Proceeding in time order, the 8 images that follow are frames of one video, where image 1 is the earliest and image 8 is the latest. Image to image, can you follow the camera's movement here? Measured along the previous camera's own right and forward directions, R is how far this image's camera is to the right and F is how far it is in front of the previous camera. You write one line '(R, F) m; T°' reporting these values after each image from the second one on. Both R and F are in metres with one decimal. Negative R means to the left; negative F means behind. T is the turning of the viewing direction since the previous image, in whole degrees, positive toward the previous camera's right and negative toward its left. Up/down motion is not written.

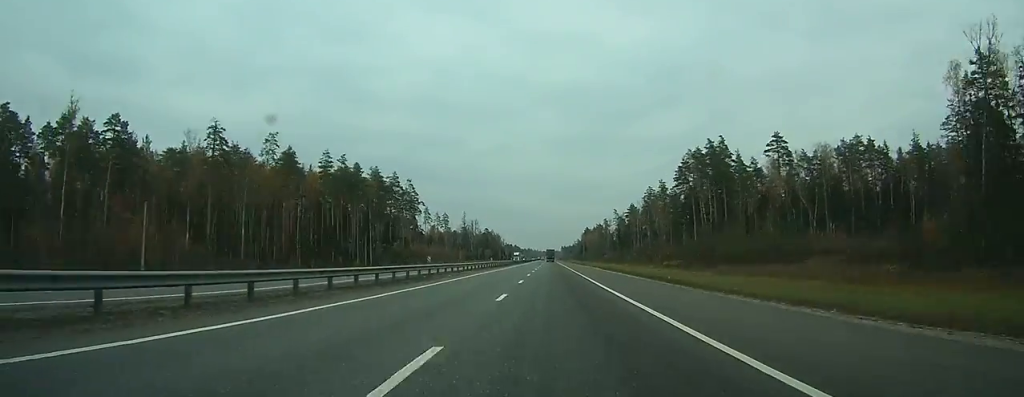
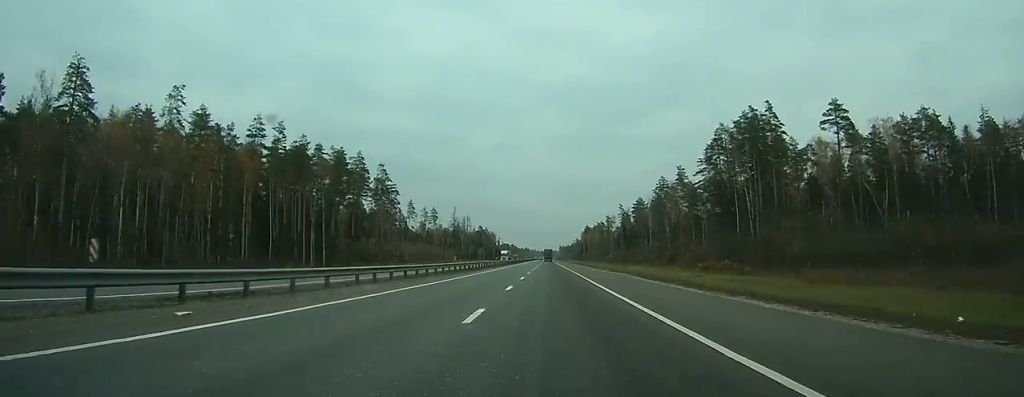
(-0.1, +32.6) m; 0°
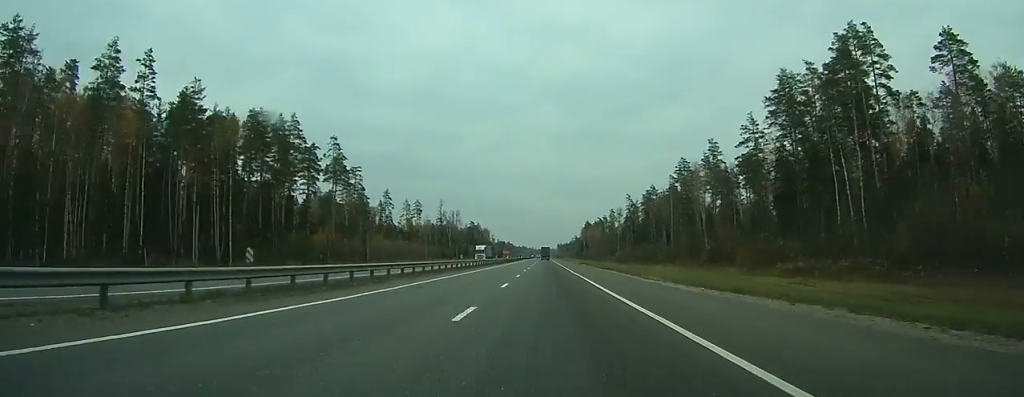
(0.0, +37.5) m; 0°
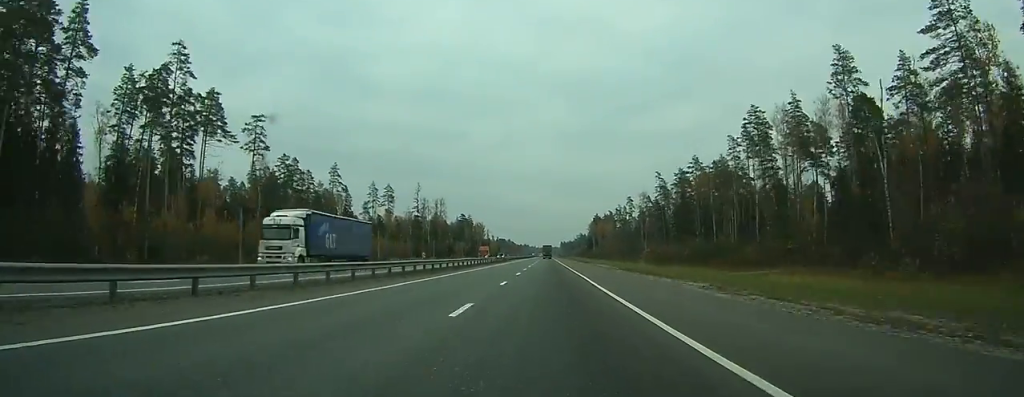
(-0.2, +58.0) m; 0°
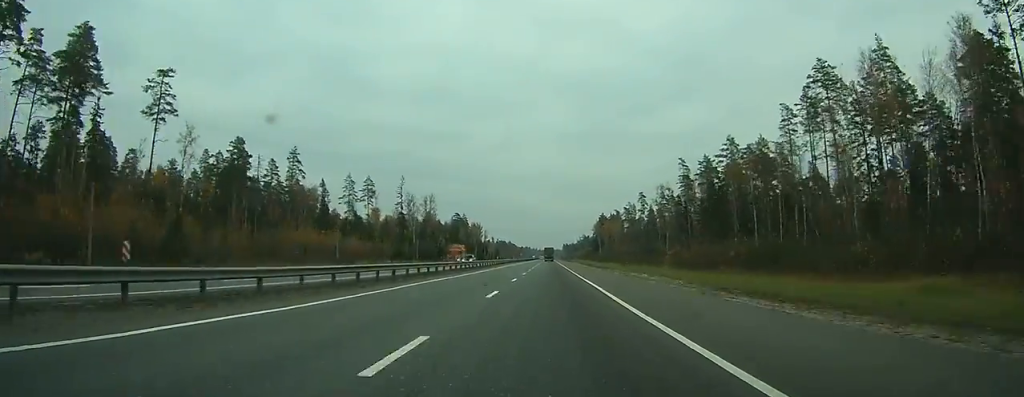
(0.0, +26.8) m; 0°
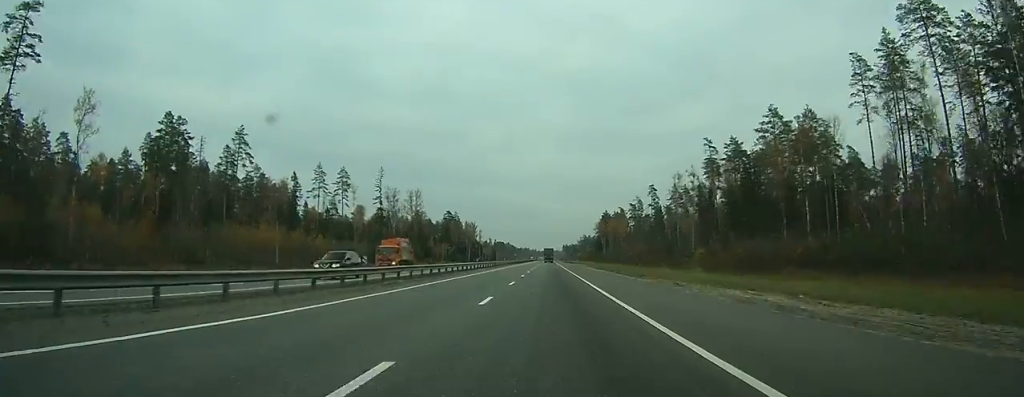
(-0.1, +24.0) m; 0°
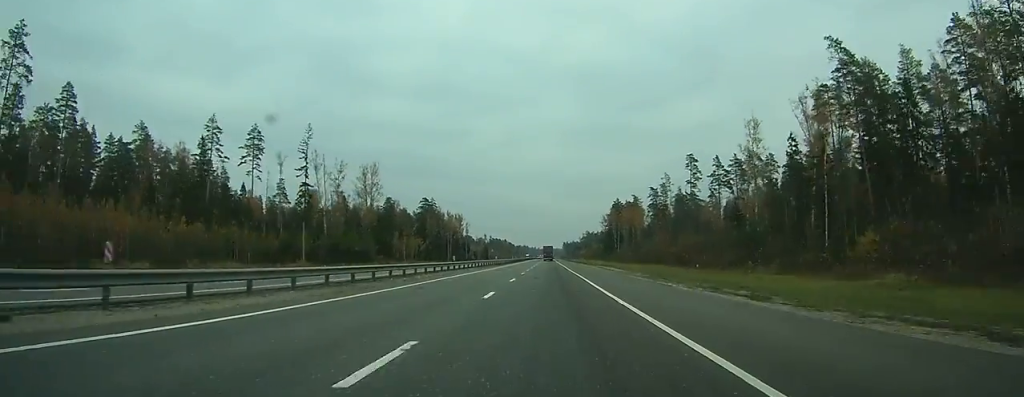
(0.0, +55.8) m; 0°
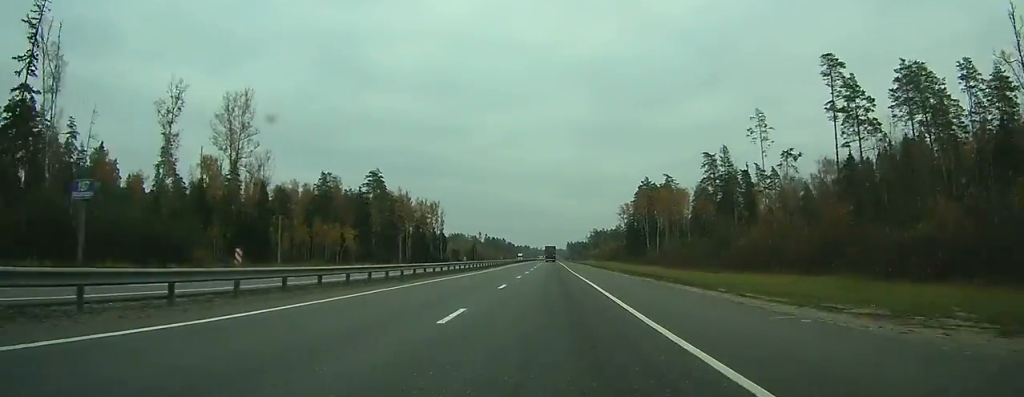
(+0.1, +80.4) m; 0°
